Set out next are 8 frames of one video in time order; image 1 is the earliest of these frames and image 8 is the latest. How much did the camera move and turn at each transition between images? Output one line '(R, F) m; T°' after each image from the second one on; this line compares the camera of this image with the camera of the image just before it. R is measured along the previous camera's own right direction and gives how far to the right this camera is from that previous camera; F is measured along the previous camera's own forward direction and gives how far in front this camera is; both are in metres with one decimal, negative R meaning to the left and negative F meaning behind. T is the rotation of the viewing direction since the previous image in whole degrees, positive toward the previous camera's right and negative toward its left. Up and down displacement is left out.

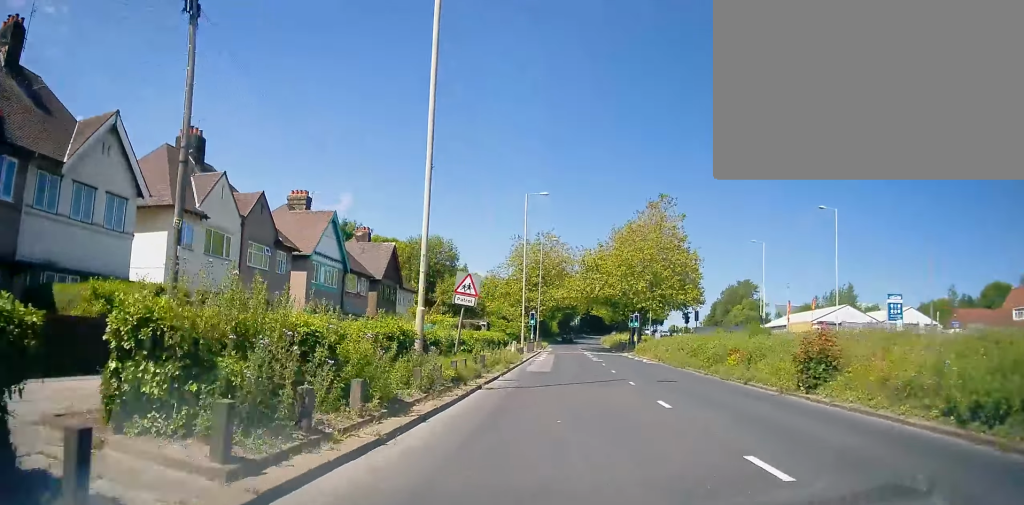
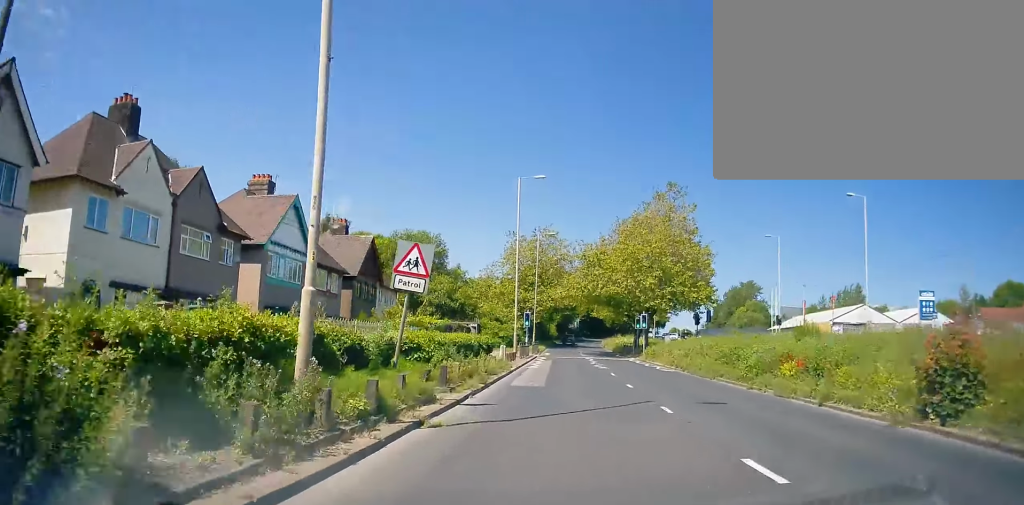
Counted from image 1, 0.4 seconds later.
(+0.2, +5.9) m; 0°
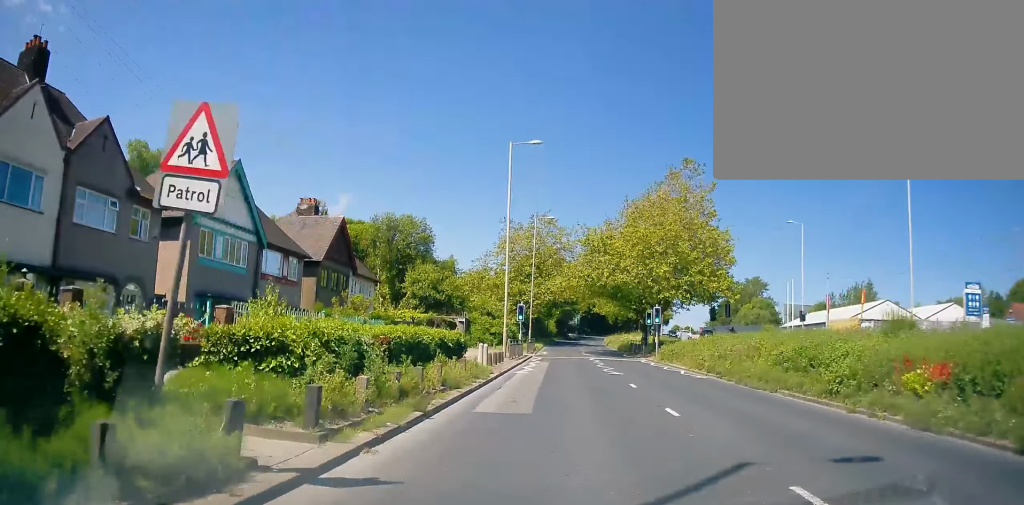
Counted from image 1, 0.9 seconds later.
(+0.3, +6.8) m; 0°
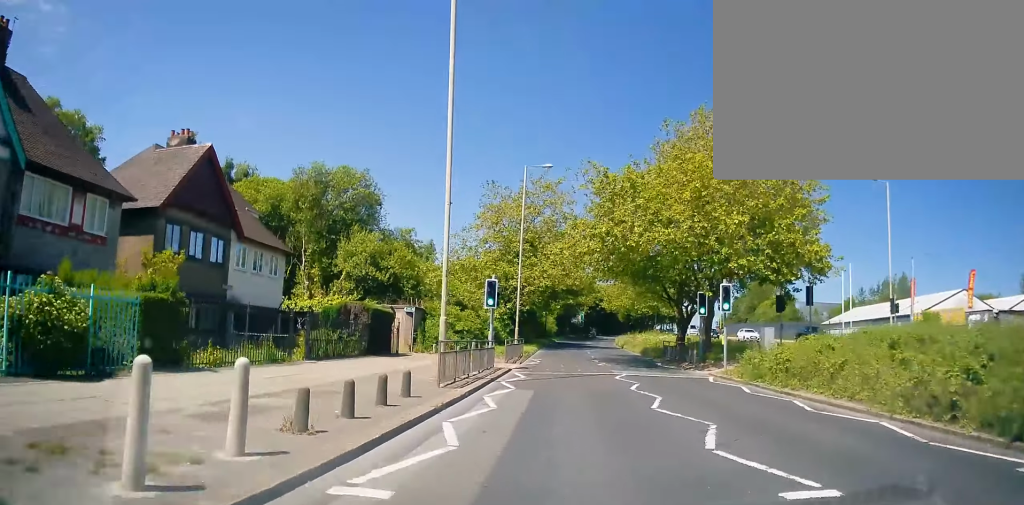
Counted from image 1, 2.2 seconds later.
(-0.4, +17.4) m; 0°
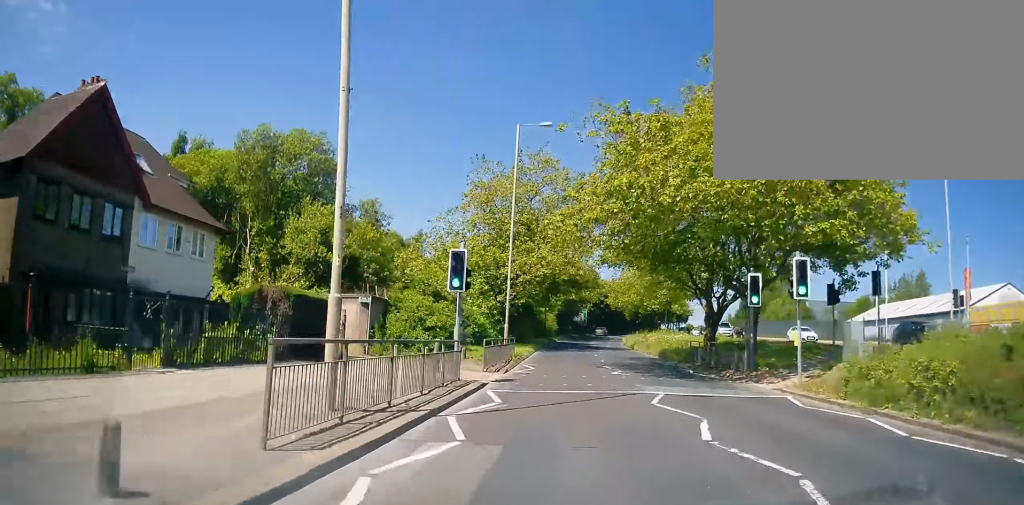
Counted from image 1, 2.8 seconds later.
(+0.4, +7.9) m; 0°
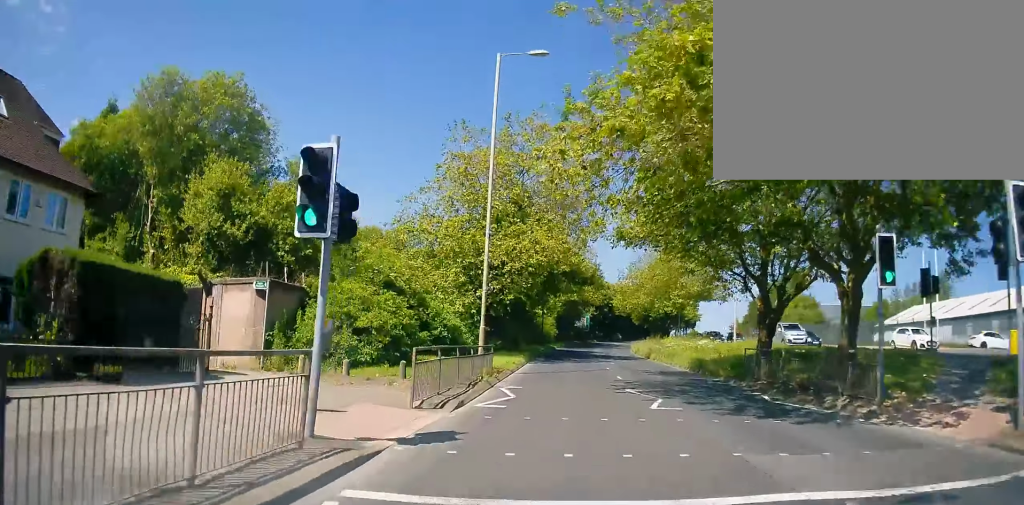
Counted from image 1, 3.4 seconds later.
(-0.2, +9.4) m; 0°
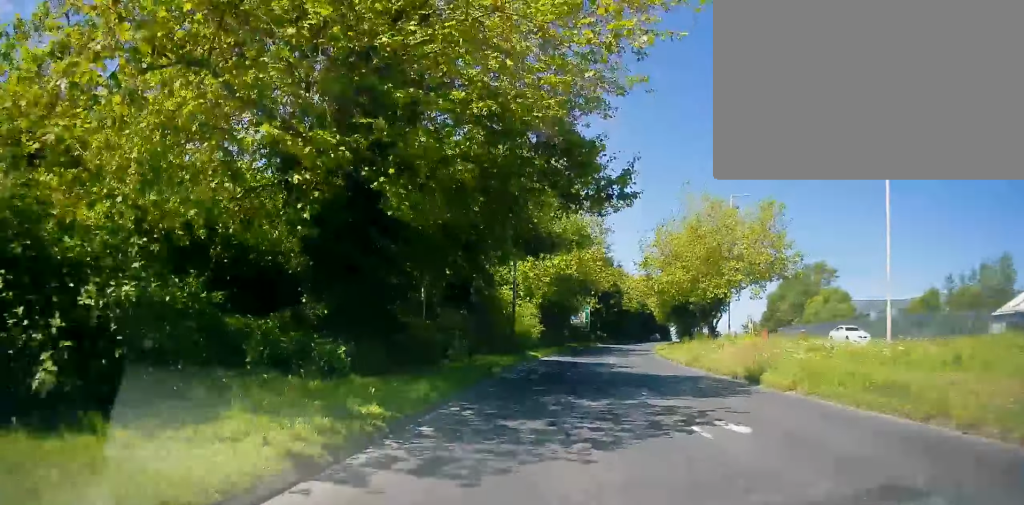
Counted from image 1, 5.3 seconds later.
(+0.1, +25.9) m; +1°
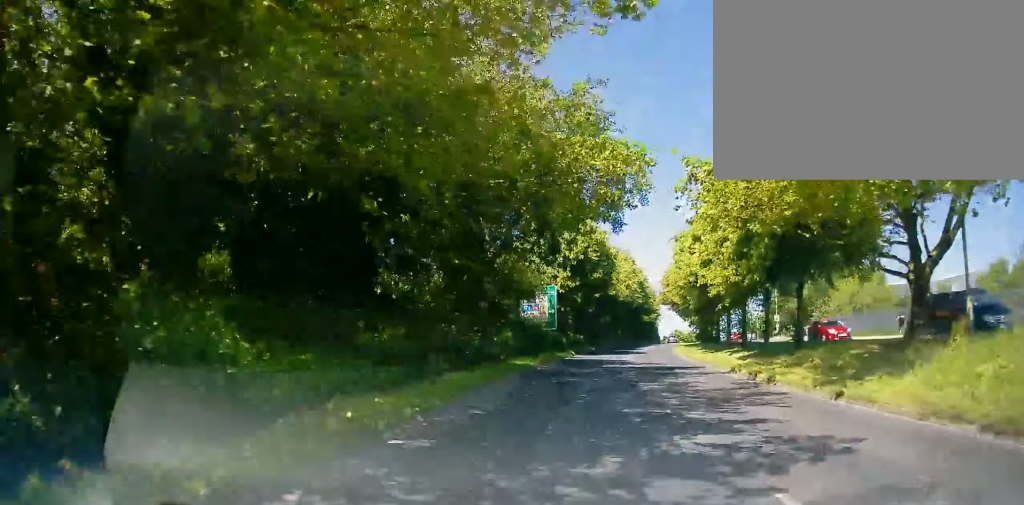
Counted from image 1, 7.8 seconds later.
(+0.8, +34.2) m; +3°
